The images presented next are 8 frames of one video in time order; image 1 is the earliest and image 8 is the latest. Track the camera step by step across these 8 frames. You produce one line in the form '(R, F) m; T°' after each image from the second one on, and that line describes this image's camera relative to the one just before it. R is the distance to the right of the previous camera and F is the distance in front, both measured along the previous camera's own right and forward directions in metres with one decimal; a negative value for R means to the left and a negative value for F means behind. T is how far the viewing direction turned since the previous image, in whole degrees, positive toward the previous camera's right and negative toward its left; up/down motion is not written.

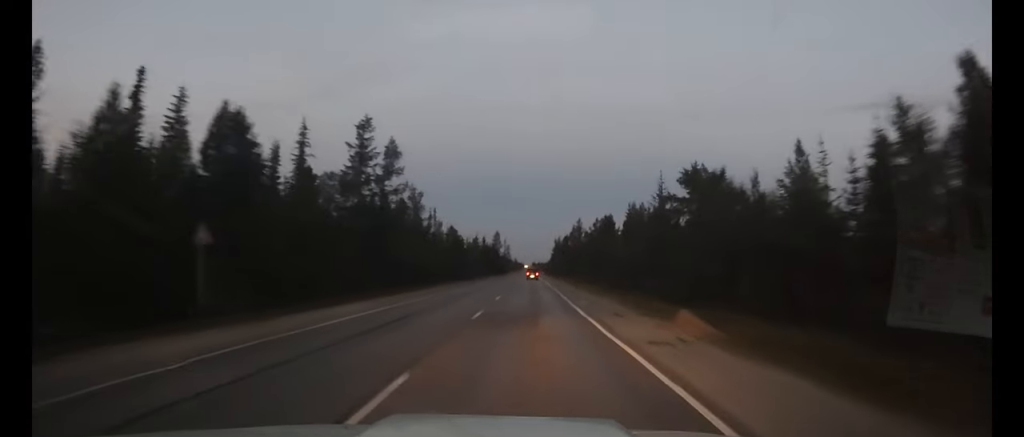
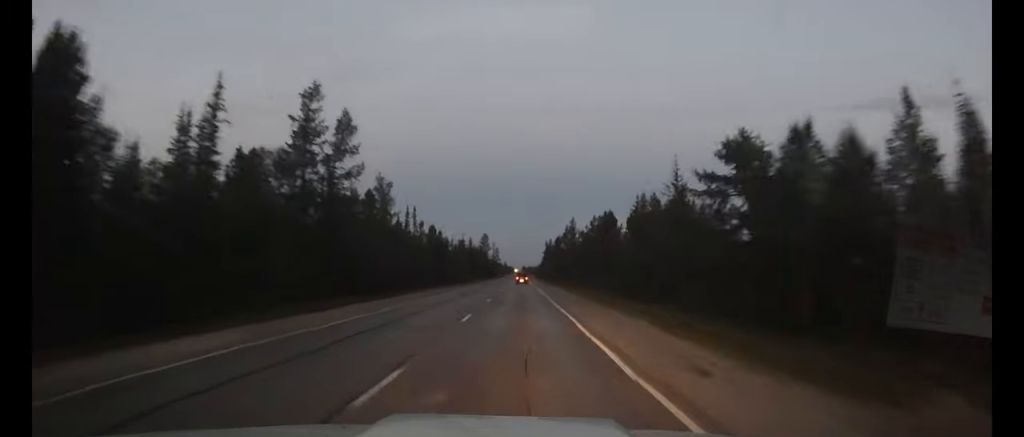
(0.0, +11.4) m; 0°
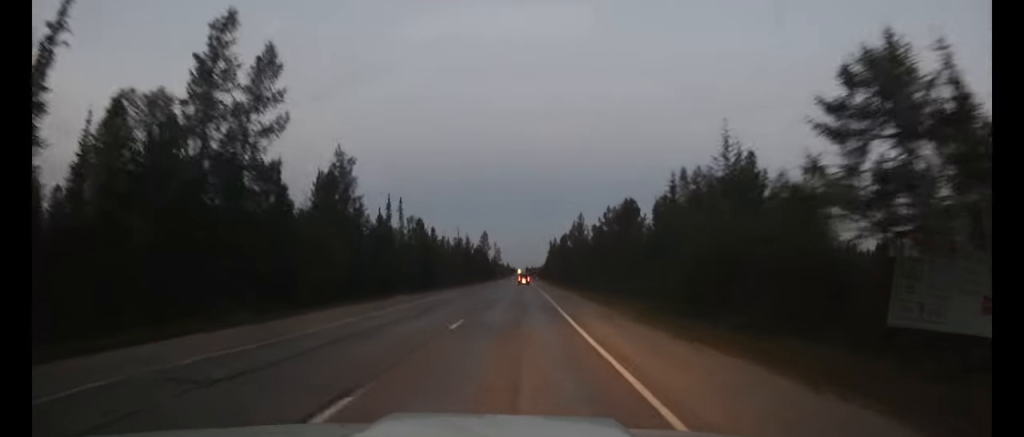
(+0.1, +14.1) m; 0°
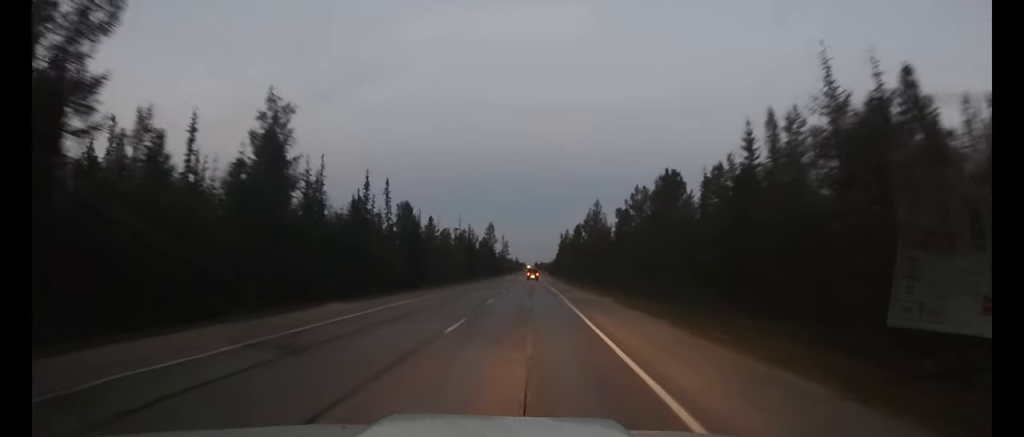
(+0.1, +14.6) m; 0°
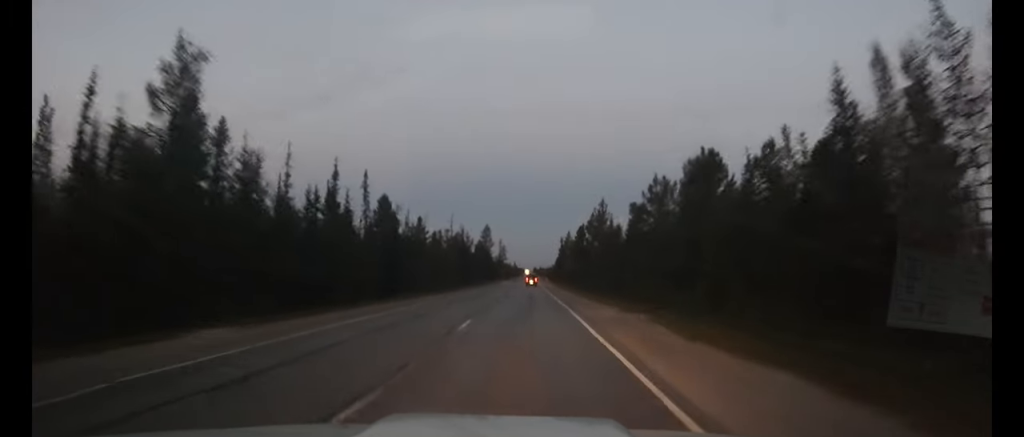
(-0.1, +10.1) m; 0°
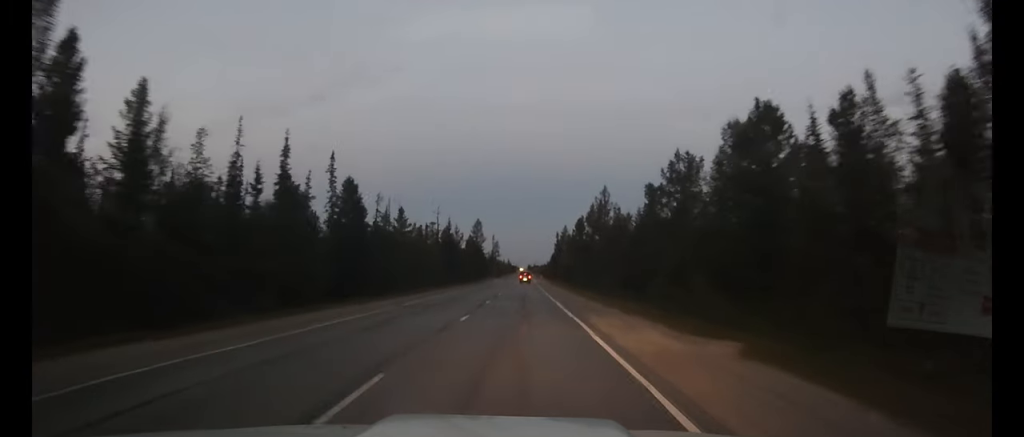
(0.0, +10.1) m; 0°
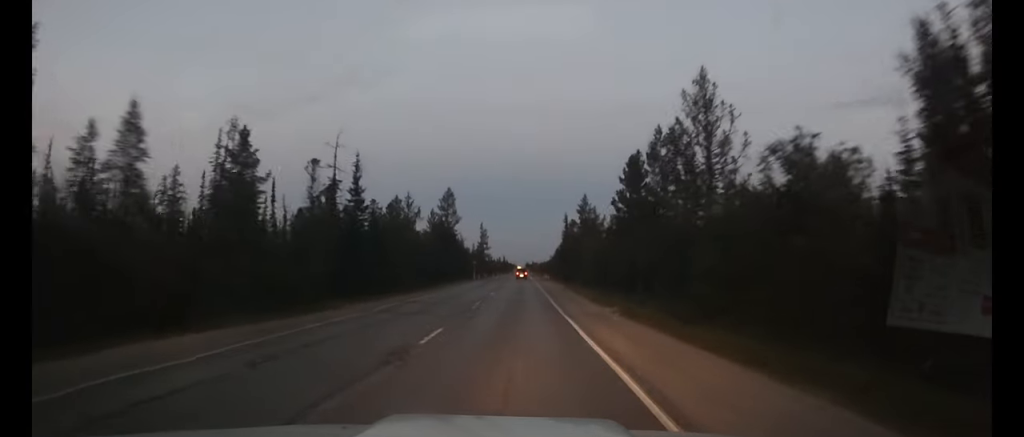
(-0.1, +54.0) m; 0°
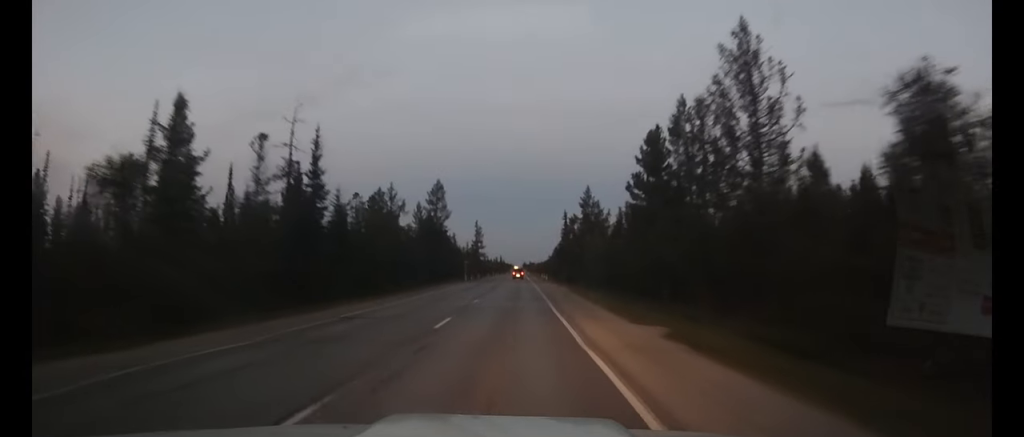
(0.0, +8.7) m; 0°
